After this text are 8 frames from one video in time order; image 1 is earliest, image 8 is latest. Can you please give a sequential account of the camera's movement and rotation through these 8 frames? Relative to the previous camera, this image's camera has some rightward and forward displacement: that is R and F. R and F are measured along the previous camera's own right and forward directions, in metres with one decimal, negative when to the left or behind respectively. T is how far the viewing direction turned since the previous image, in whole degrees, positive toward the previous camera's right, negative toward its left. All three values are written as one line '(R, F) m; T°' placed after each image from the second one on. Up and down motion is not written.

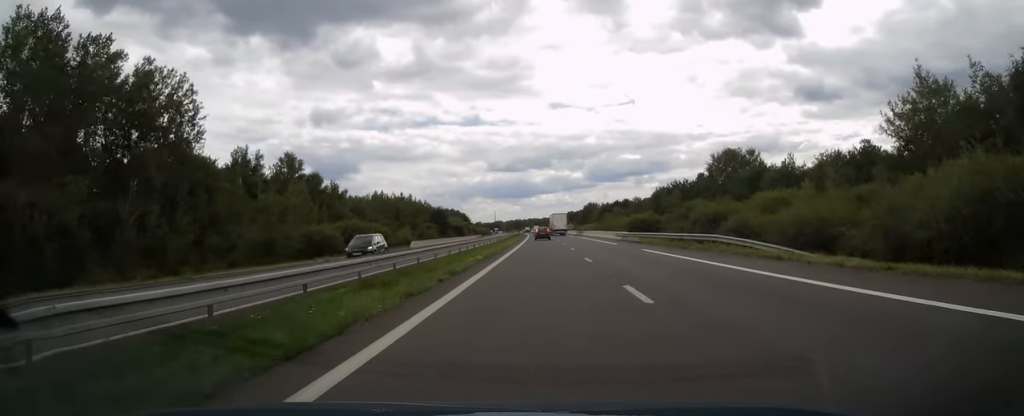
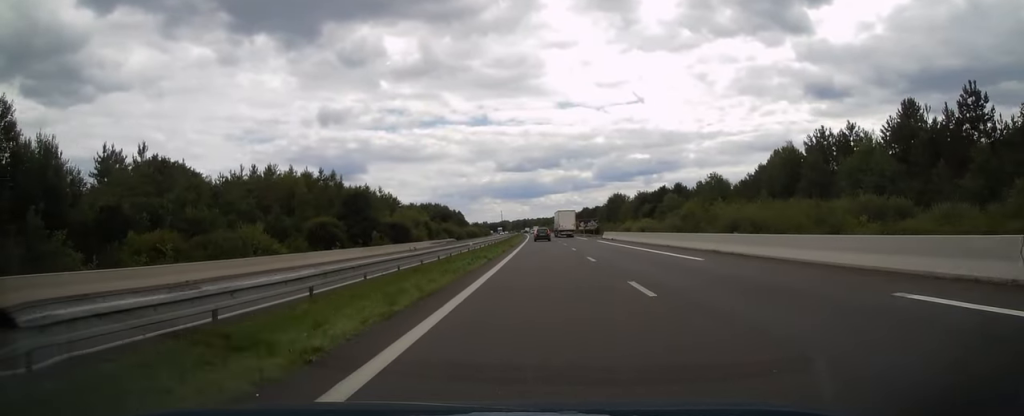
(-0.9, +77.0) m; -1°
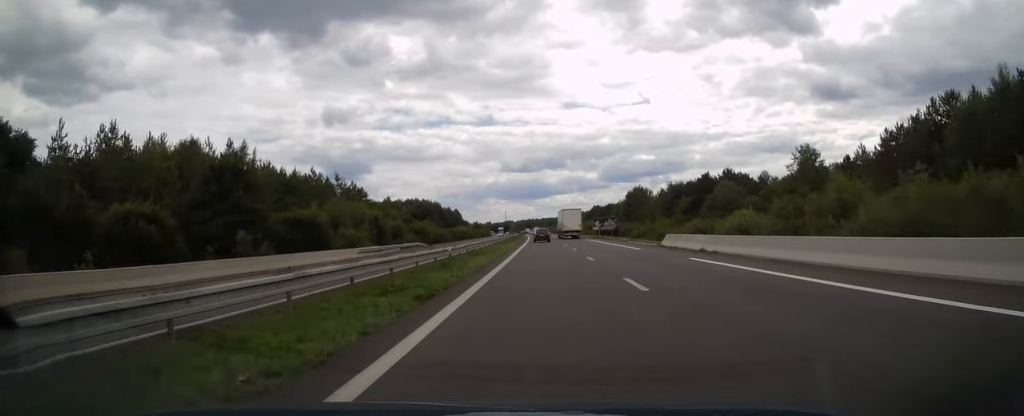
(0.0, +37.7) m; 0°
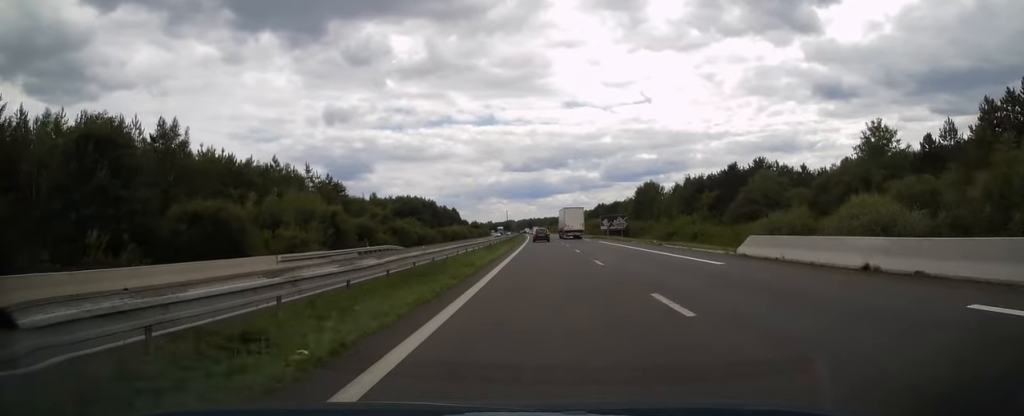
(0.0, +16.6) m; 0°
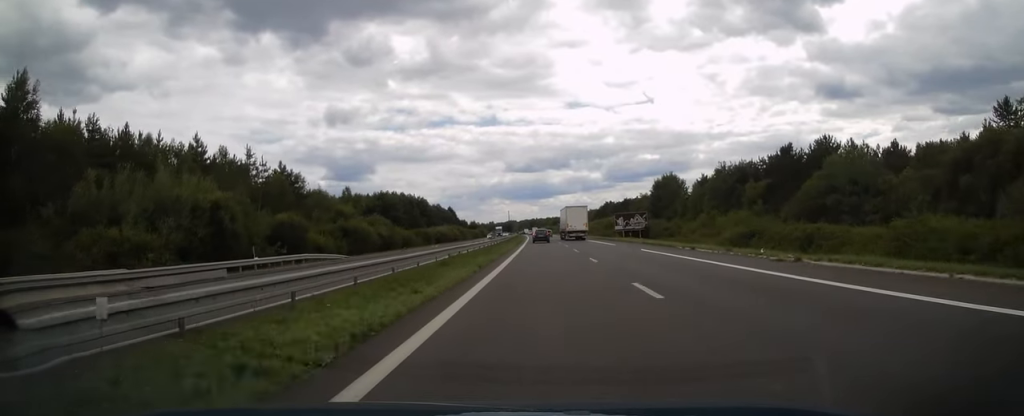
(0.0, +23.3) m; 0°
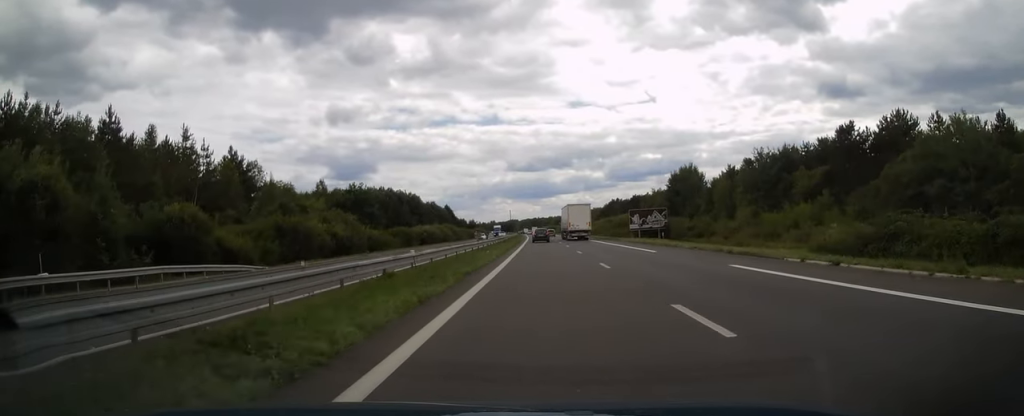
(-0.1, +17.0) m; 0°
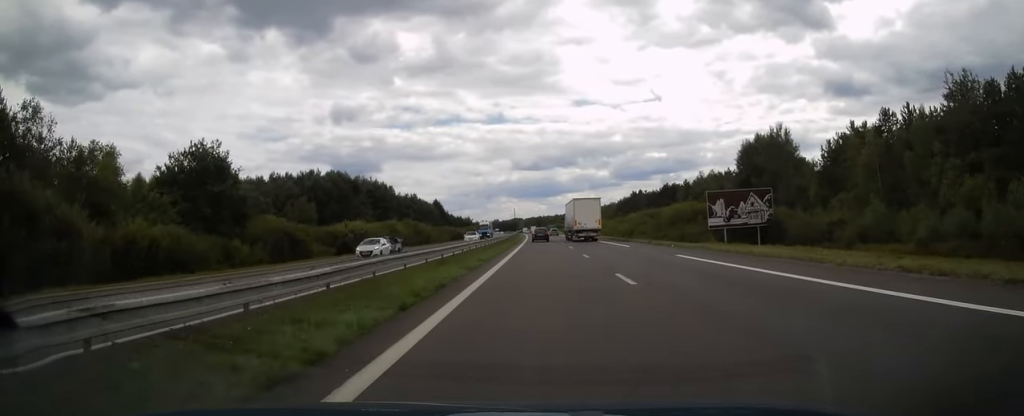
(-0.2, +45.0) m; 0°
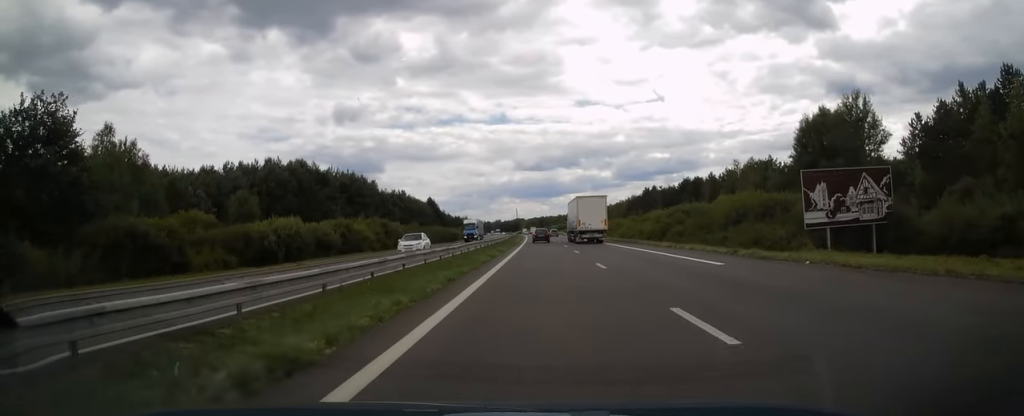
(0.0, +20.2) m; 0°
